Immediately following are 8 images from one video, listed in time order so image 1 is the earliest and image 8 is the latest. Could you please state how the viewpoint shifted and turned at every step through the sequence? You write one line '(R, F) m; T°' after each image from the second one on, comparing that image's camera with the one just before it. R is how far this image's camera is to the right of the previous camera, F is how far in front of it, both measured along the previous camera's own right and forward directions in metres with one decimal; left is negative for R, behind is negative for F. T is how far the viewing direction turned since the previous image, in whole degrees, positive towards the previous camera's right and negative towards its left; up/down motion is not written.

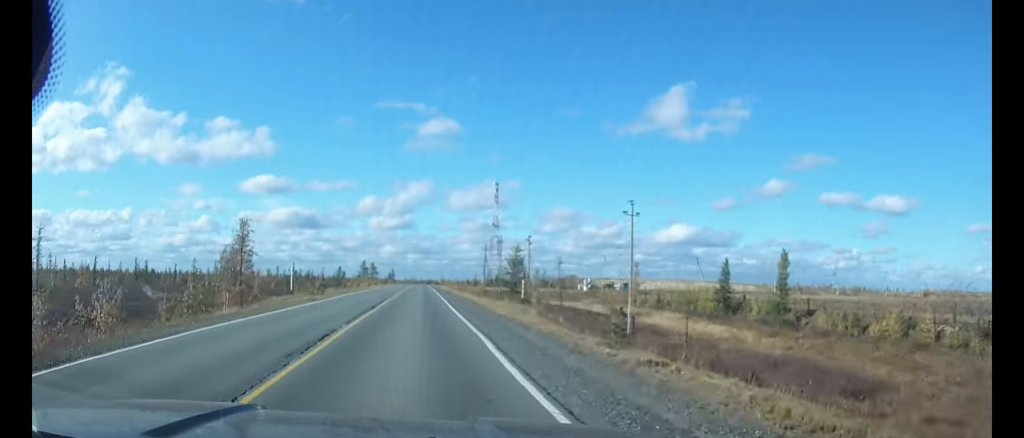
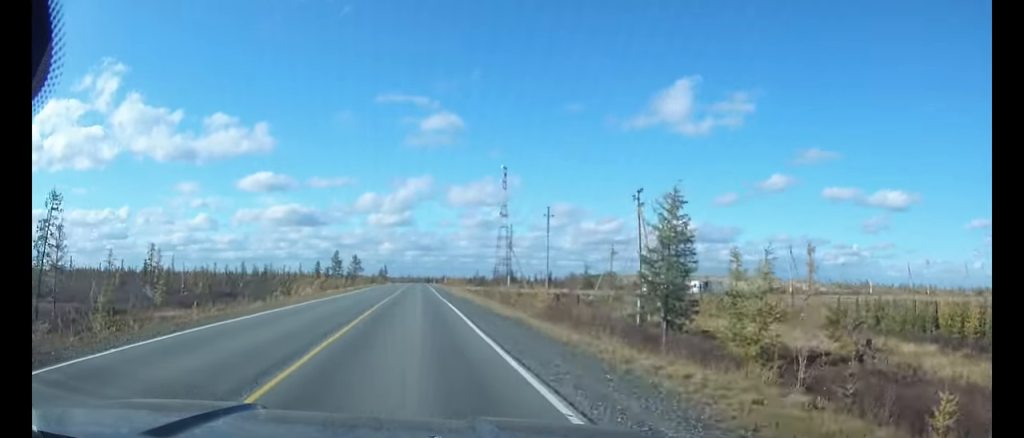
(0.0, +52.2) m; 0°
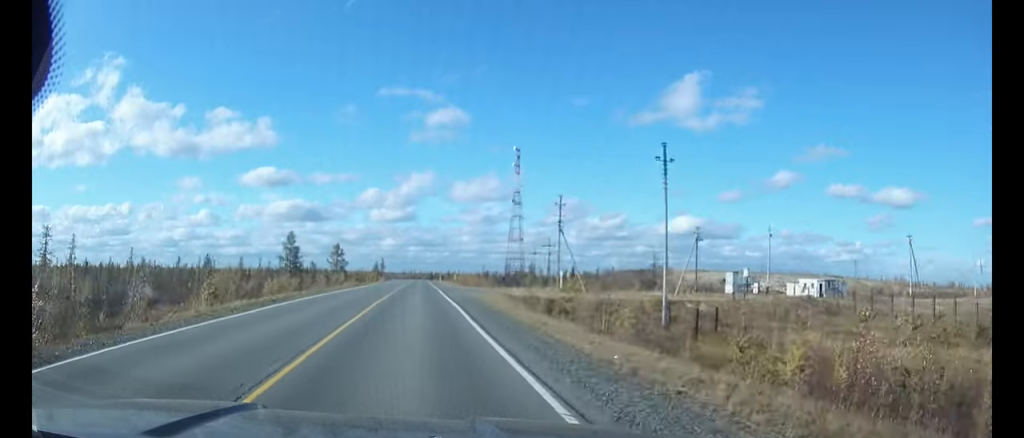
(0.0, +39.1) m; 0°
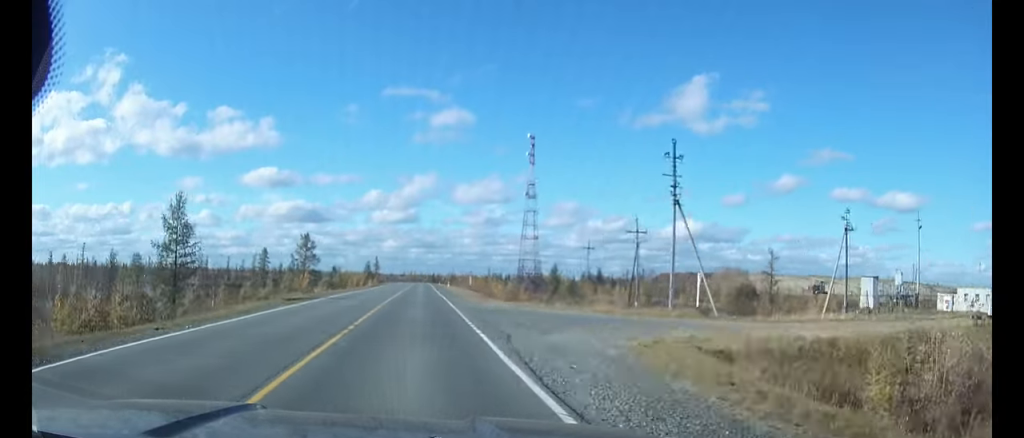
(+0.1, +33.8) m; 0°
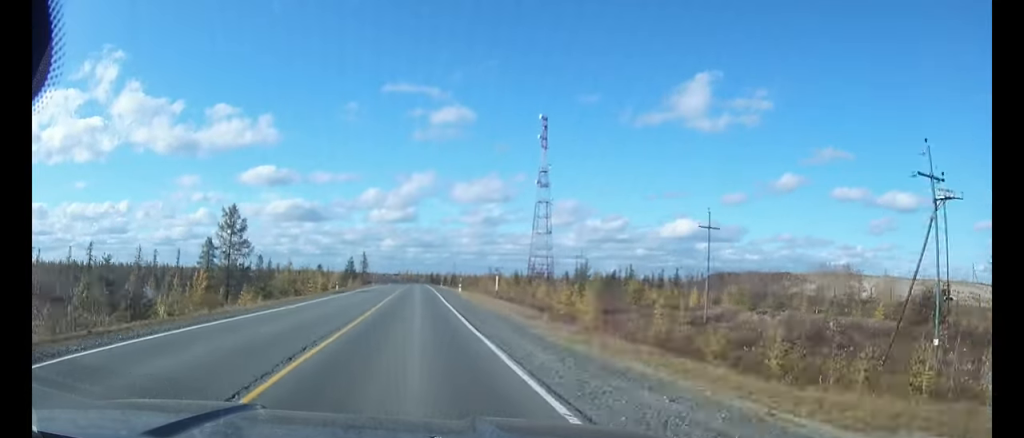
(+0.1, +33.5) m; 0°
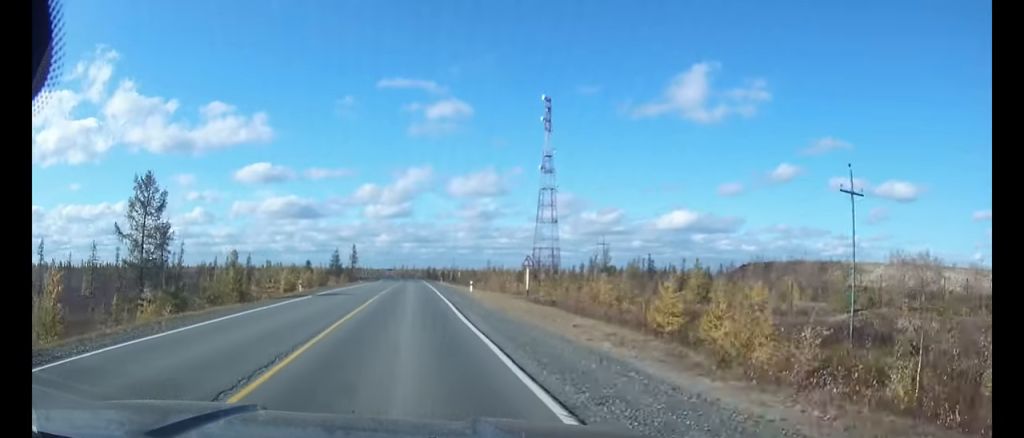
(0.0, +17.1) m; 0°
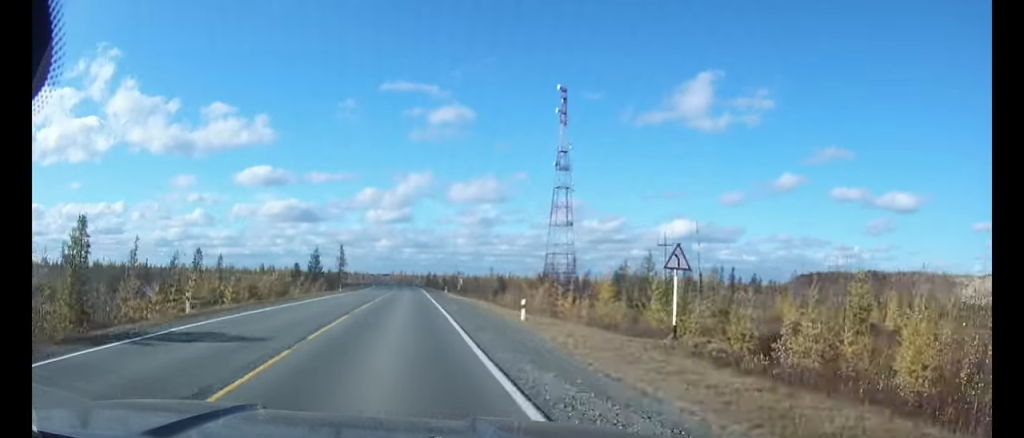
(0.0, +21.2) m; 0°
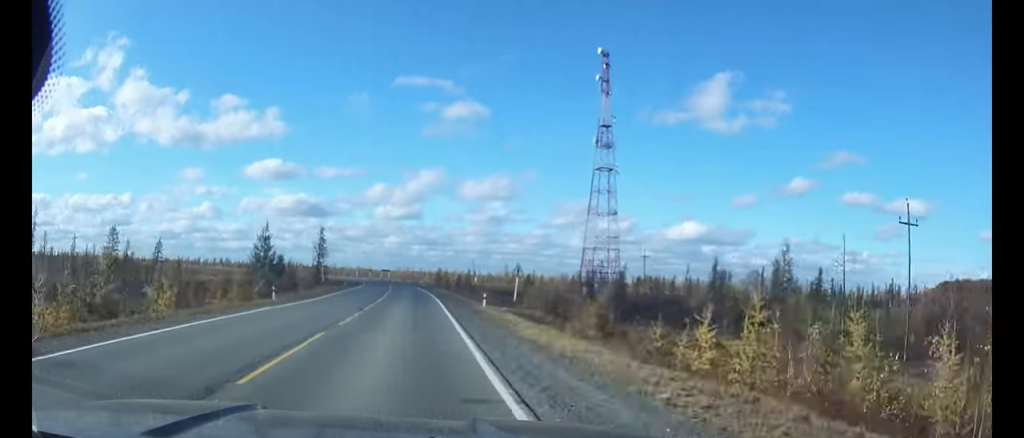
(-0.2, +34.0) m; -1°
